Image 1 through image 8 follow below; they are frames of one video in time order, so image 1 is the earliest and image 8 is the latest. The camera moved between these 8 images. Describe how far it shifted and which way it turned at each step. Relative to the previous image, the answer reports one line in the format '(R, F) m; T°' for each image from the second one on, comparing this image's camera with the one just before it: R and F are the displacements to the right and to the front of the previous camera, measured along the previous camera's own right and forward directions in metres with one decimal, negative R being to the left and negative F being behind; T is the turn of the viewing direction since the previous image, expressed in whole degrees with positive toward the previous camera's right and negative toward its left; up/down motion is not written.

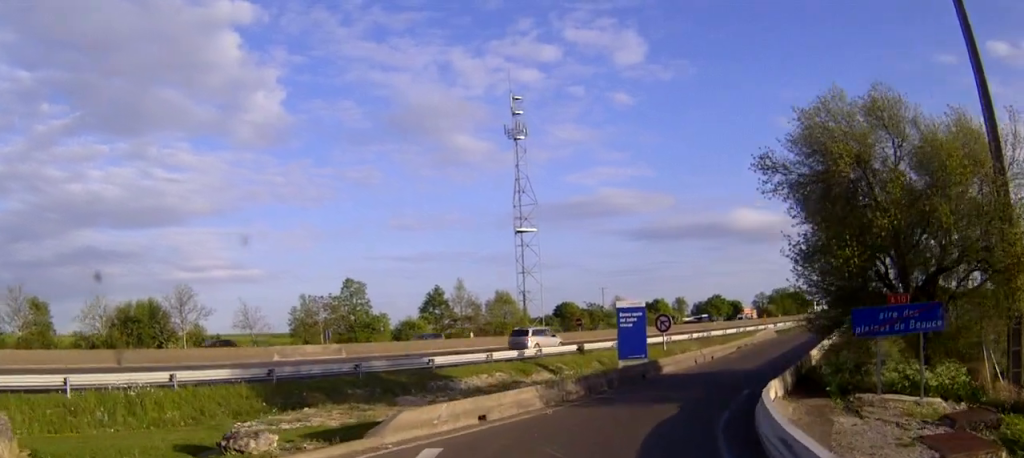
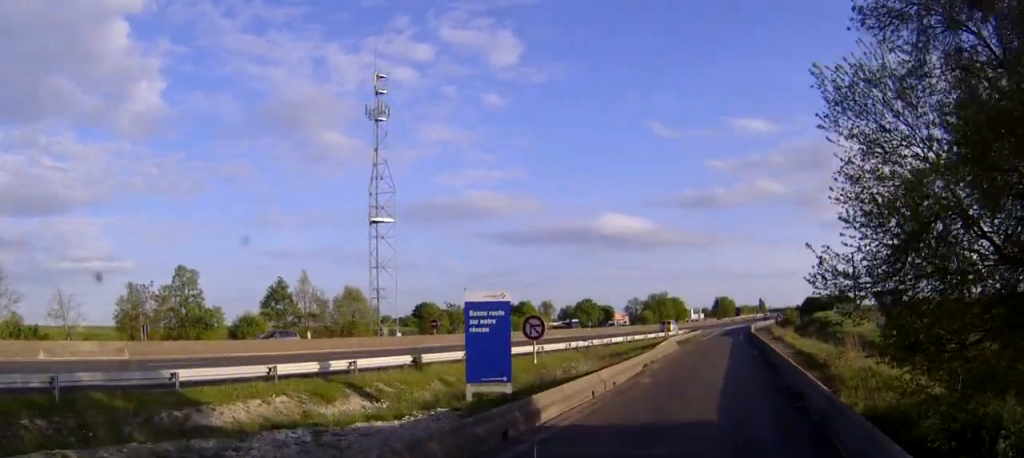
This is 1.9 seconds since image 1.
(+0.8, +11.8) m; +10°
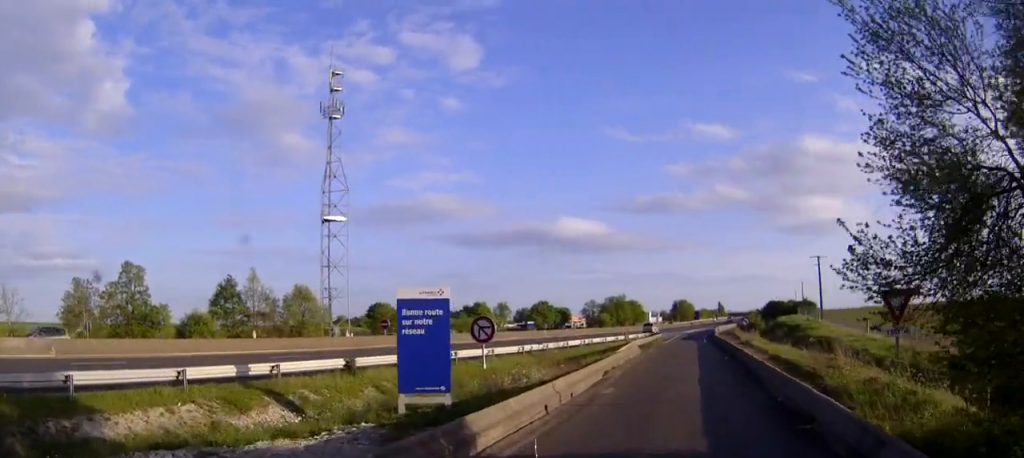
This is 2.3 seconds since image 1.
(+0.1, +3.1) m; +3°
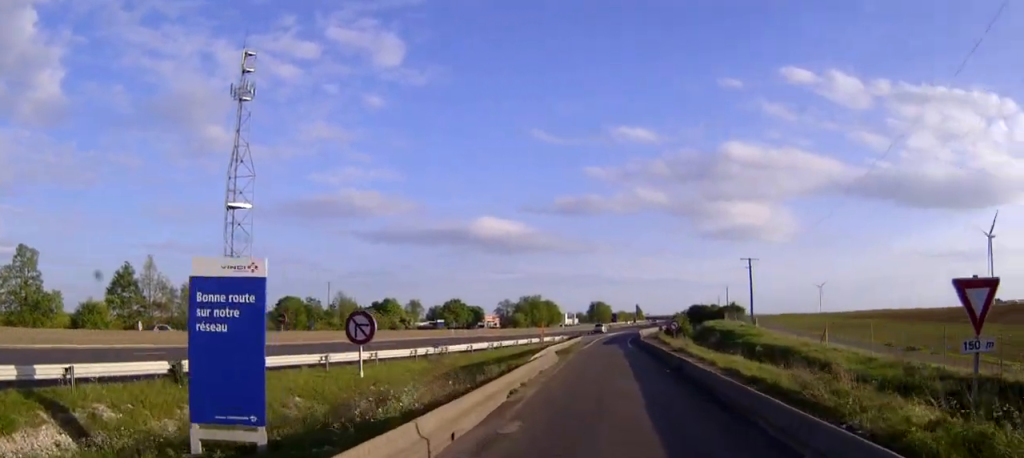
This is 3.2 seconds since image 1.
(+0.4, +6.6) m; +5°
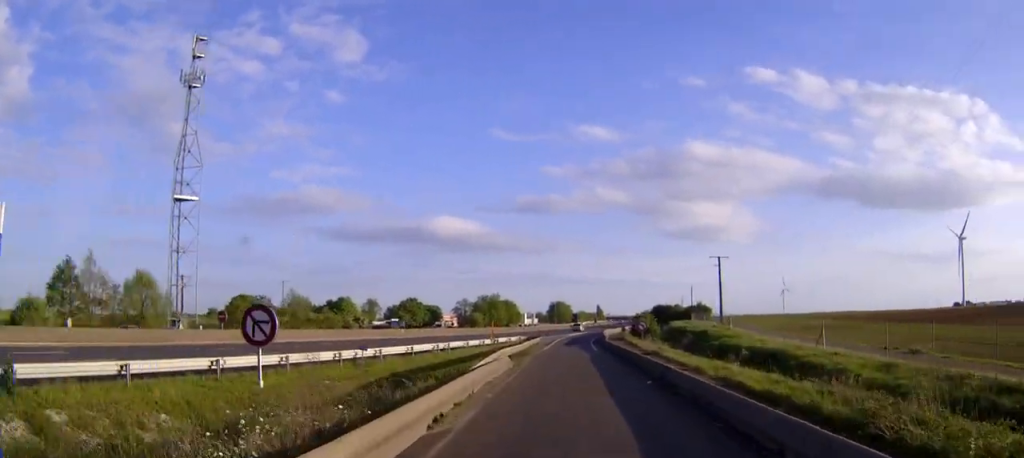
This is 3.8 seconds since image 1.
(+0.2, +5.6) m; +3°
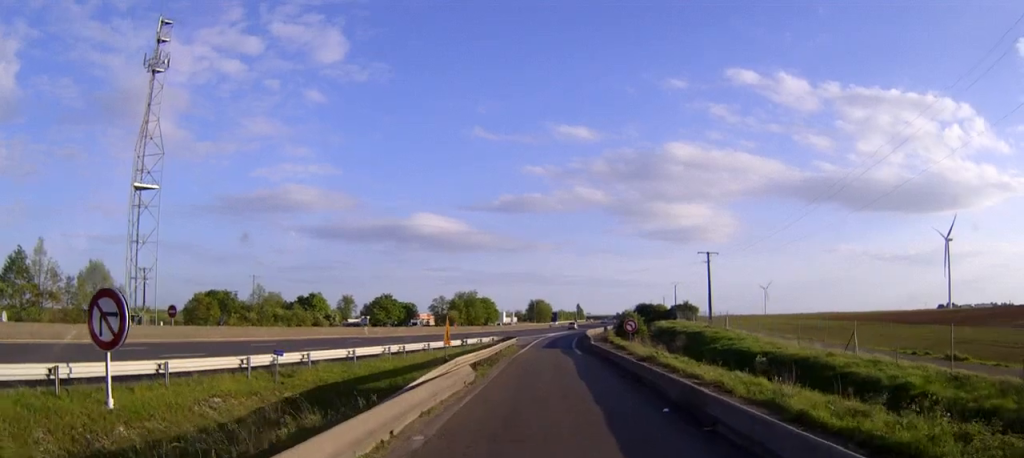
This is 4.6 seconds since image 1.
(+0.2, +6.8) m; +2°
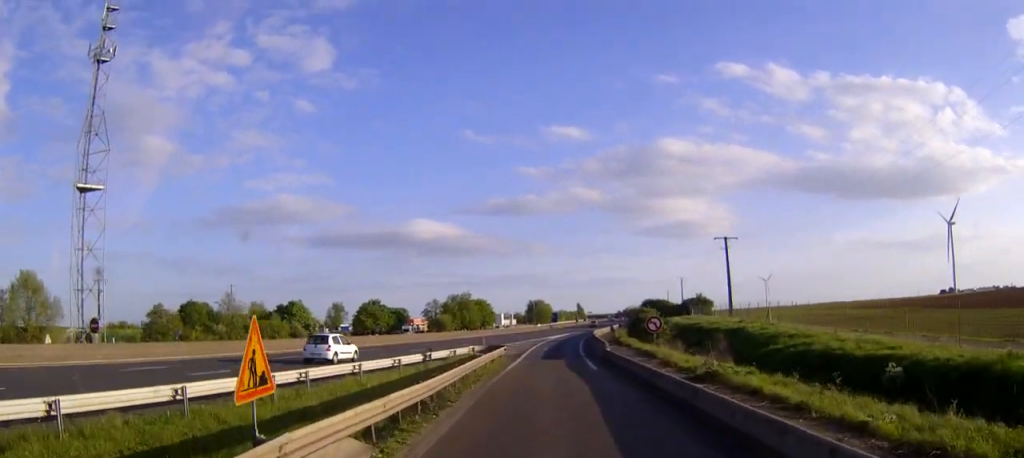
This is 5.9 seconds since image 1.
(+0.2, +13.6) m; +1°
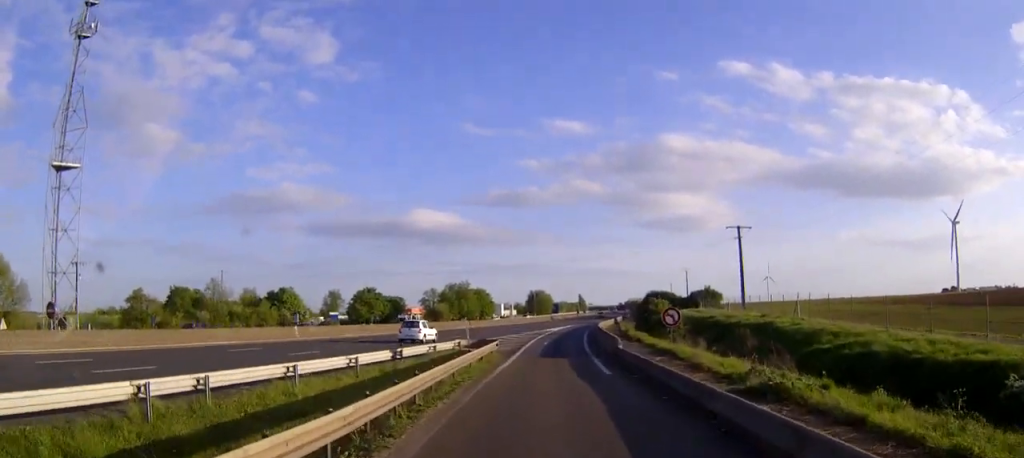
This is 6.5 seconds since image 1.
(0.0, +6.3) m; 0°
